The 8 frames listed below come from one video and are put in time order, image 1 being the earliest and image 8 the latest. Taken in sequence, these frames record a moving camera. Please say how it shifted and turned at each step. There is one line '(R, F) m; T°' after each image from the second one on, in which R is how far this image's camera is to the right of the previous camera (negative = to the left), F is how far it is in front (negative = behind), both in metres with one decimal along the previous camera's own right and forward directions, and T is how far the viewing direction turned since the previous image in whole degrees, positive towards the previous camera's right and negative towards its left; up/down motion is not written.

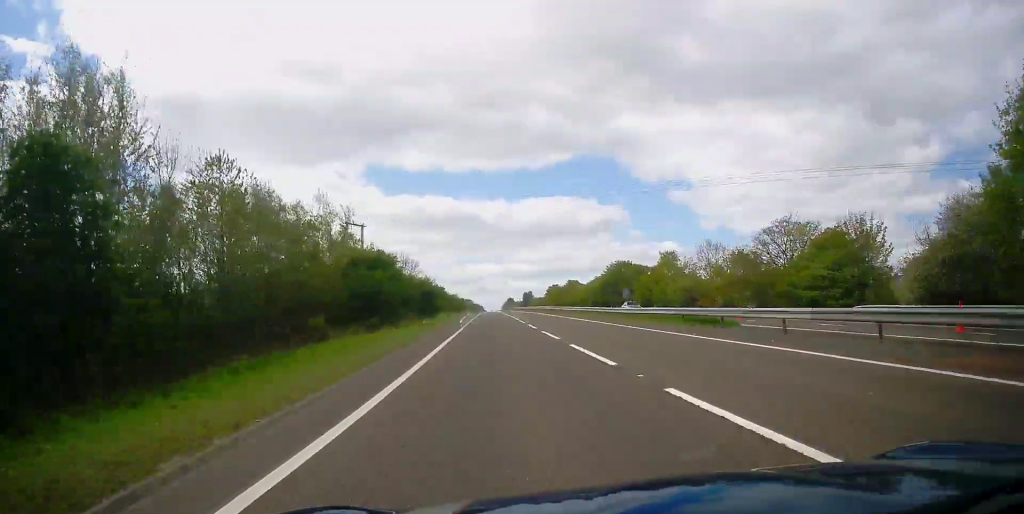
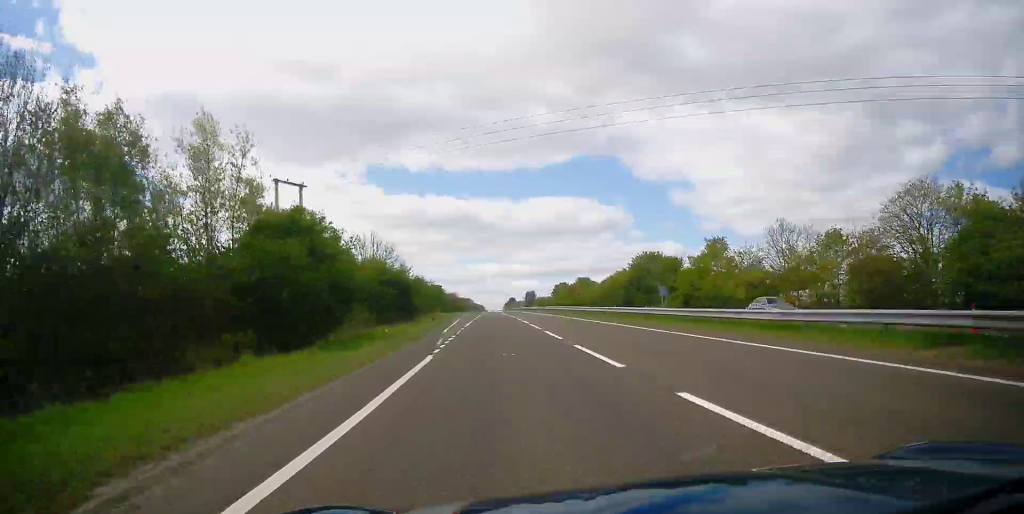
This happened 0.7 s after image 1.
(0.0, +19.0) m; 0°
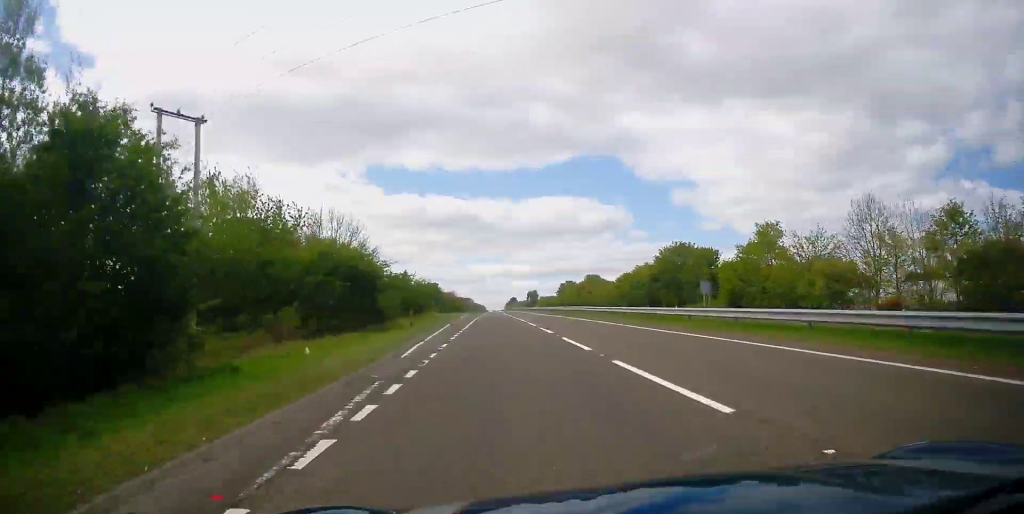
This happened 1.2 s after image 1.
(-0.2, +13.4) m; 0°
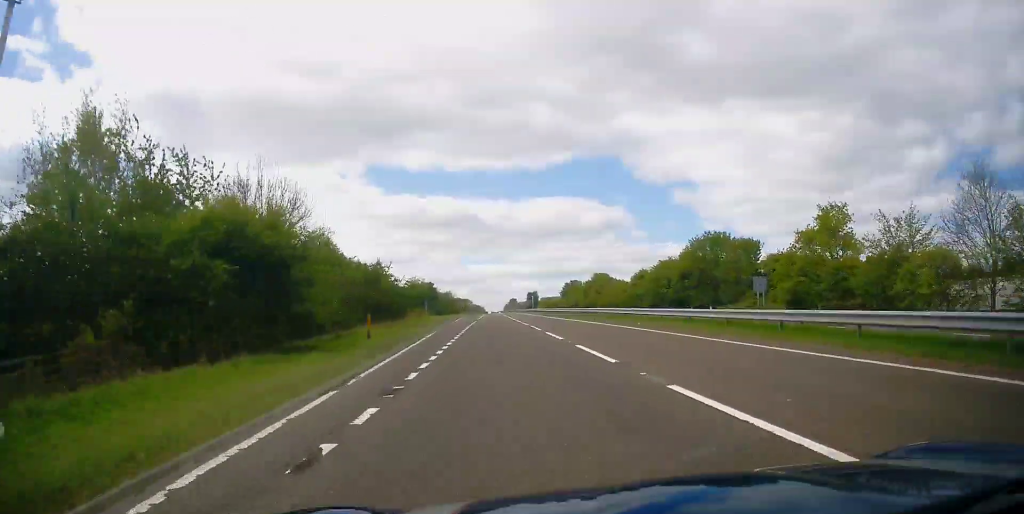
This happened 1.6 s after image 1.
(+0.1, +12.3) m; 0°
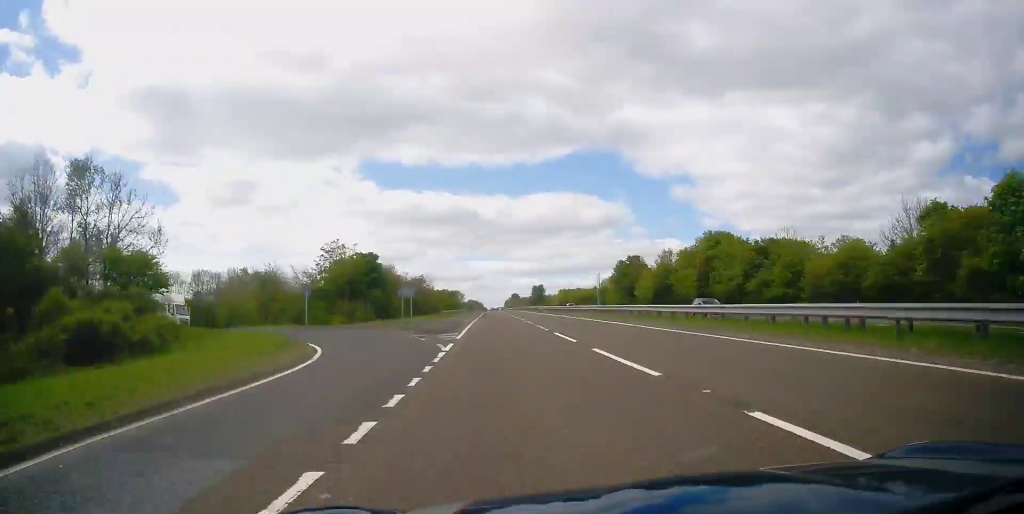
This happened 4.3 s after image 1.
(+0.3, +75.1) m; 0°
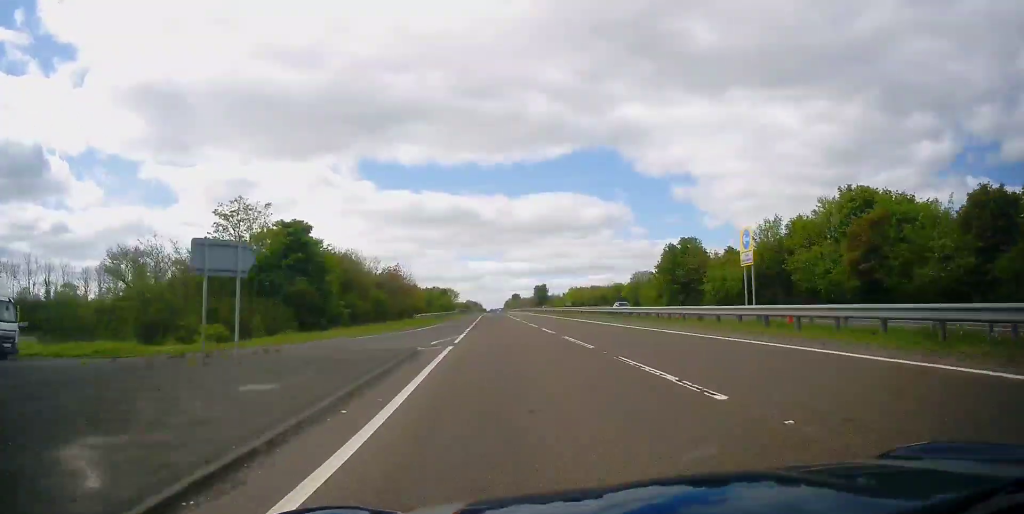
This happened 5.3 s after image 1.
(-0.2, +29.5) m; -1°
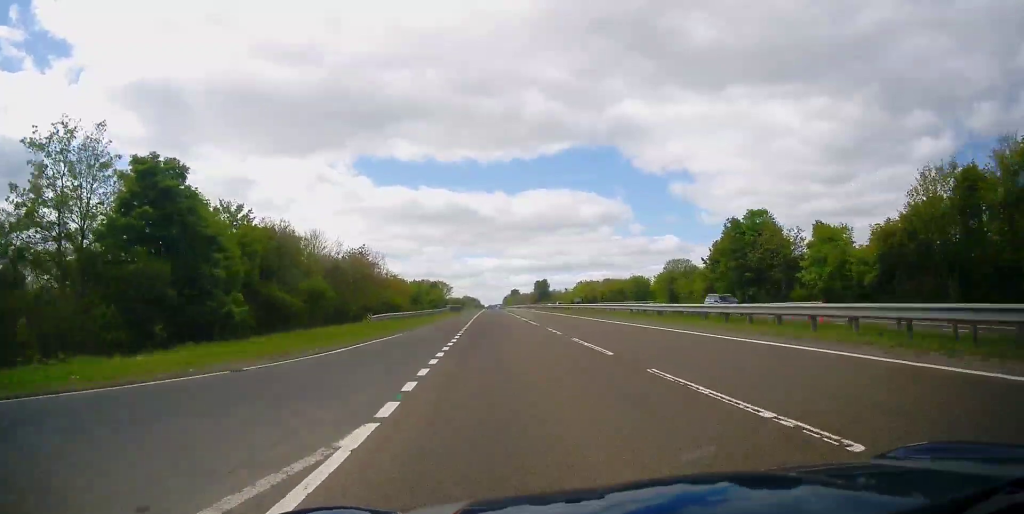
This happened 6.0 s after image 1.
(-0.2, +20.6) m; 0°
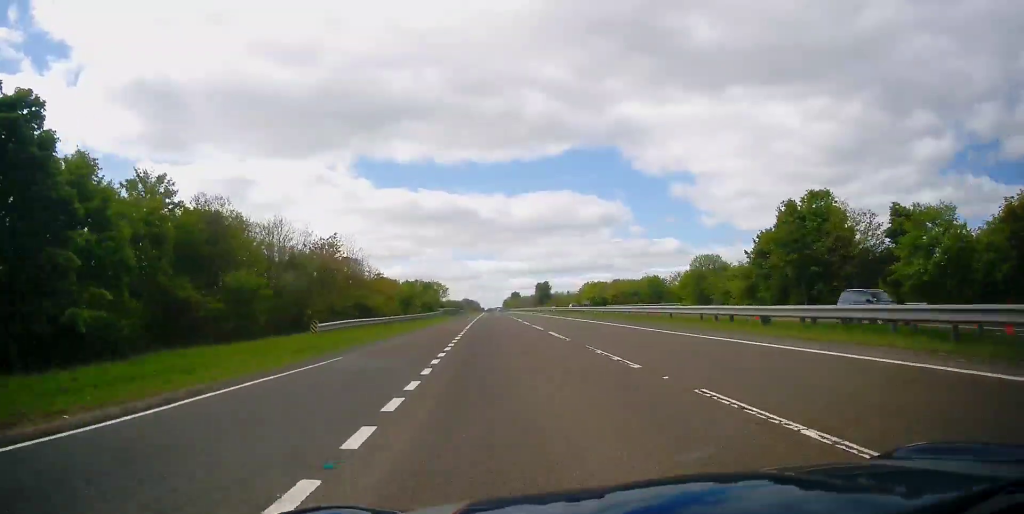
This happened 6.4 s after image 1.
(0.0, +11.5) m; 0°
